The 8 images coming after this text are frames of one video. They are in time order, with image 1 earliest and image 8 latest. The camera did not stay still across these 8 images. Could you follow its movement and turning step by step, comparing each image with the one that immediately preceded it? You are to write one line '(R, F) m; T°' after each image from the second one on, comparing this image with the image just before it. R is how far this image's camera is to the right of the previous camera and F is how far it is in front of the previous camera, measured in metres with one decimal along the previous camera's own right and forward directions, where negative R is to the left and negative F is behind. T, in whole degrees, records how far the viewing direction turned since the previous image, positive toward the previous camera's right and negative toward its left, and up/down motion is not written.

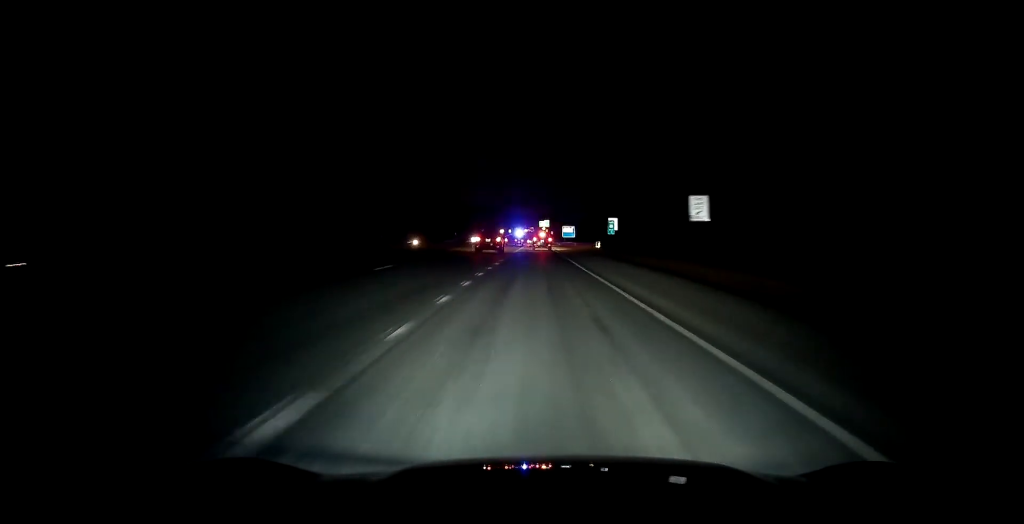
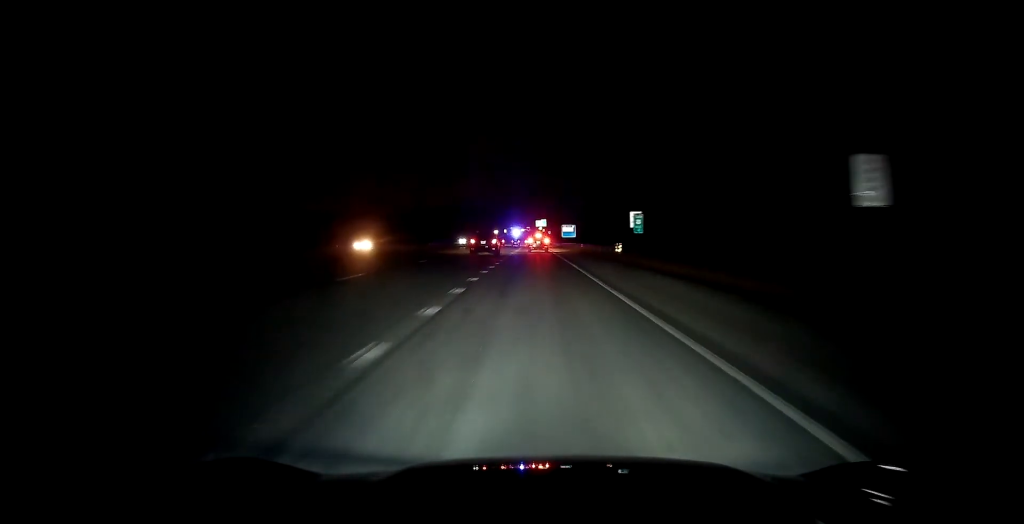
(+0.2, +14.4) m; +1°
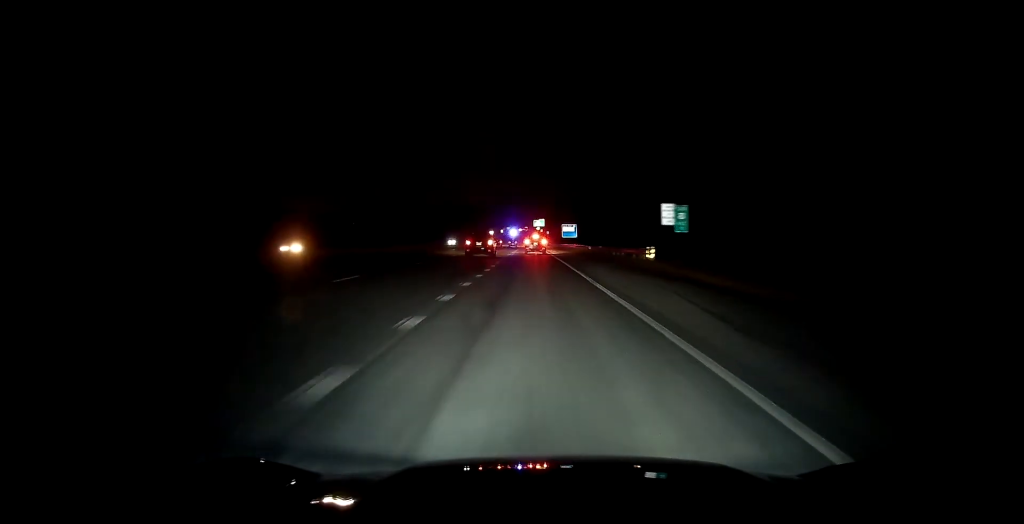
(0.0, +11.8) m; 0°
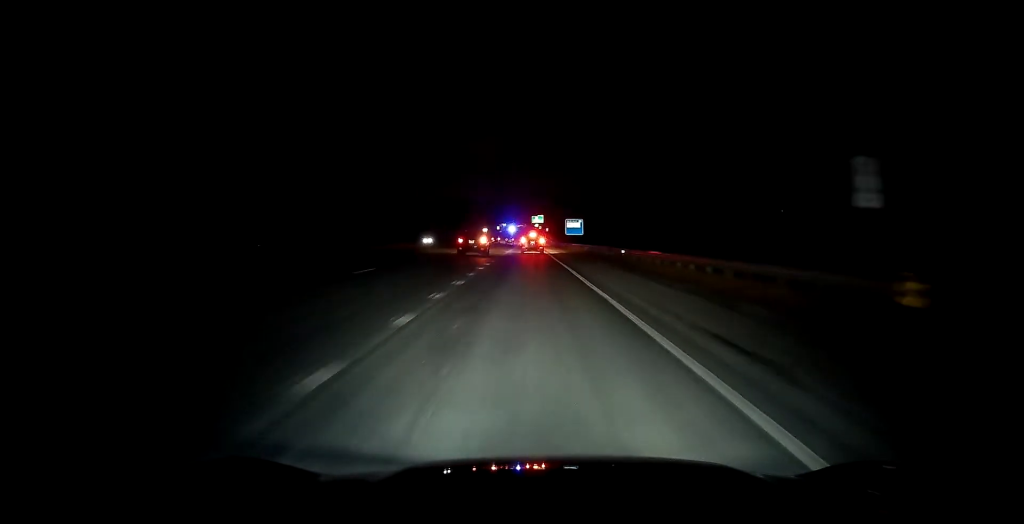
(0.0, +20.9) m; 0°
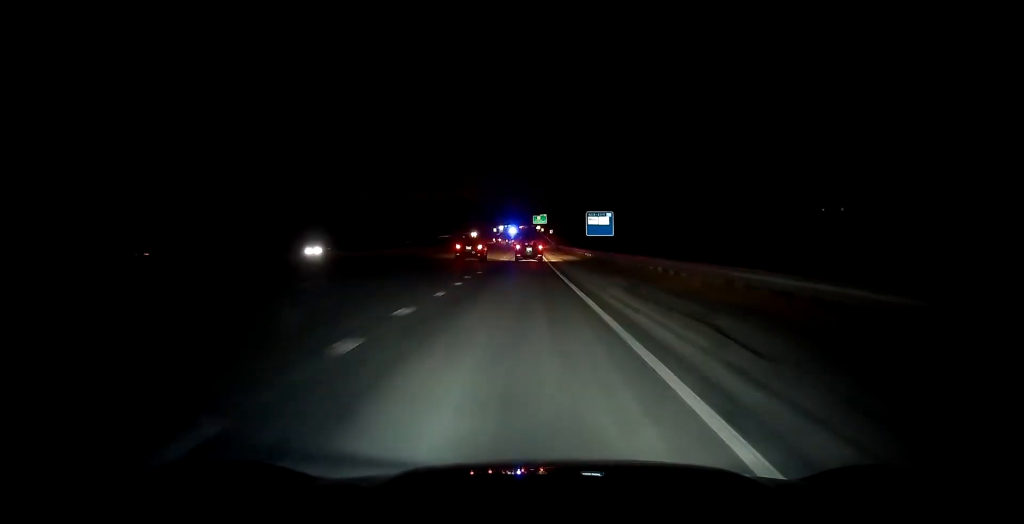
(-0.1, +40.6) m; 0°
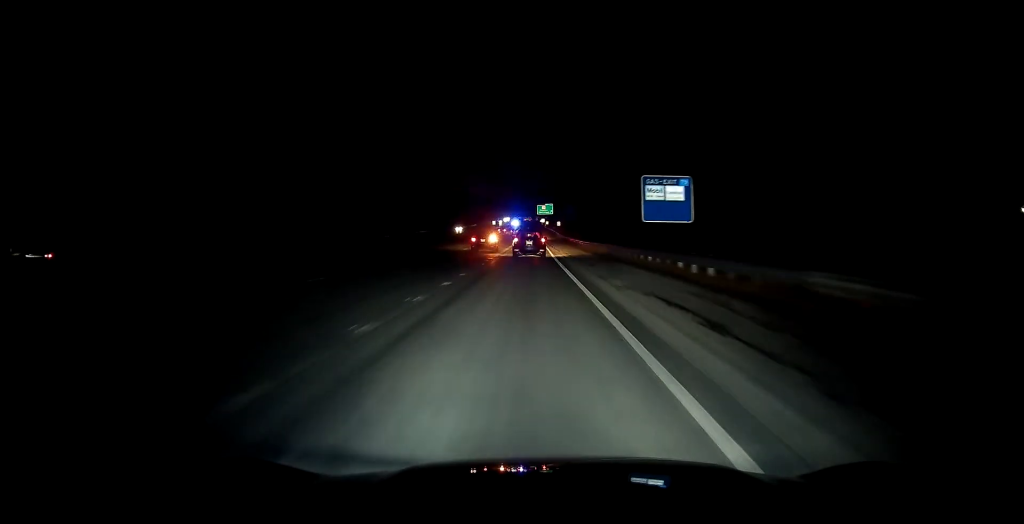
(-0.3, +33.7) m; -1°
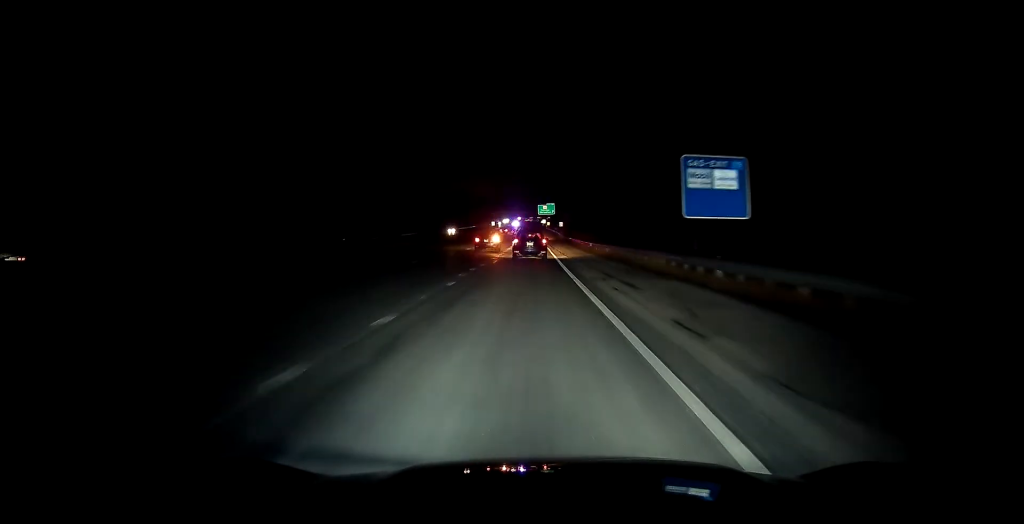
(+0.1, +10.0) m; 0°
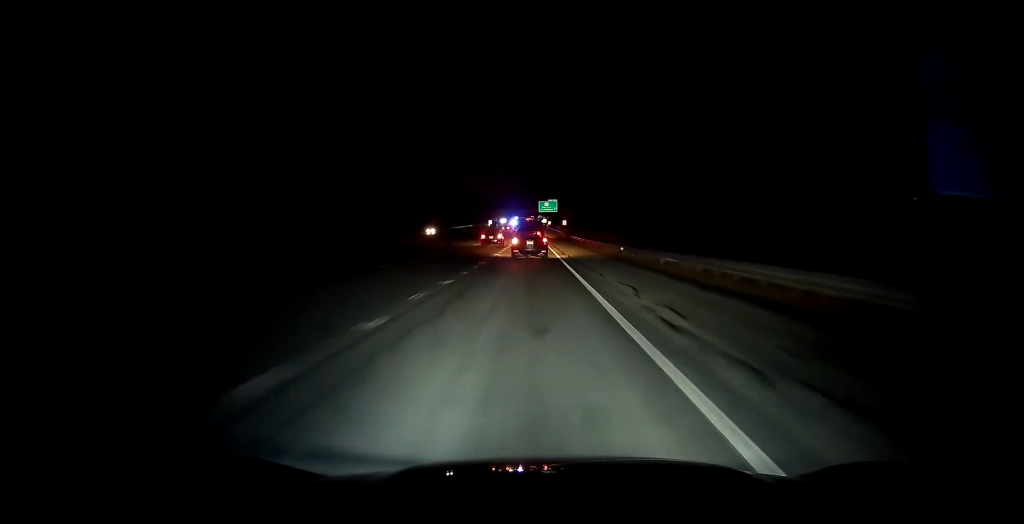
(+0.1, +18.1) m; 0°
